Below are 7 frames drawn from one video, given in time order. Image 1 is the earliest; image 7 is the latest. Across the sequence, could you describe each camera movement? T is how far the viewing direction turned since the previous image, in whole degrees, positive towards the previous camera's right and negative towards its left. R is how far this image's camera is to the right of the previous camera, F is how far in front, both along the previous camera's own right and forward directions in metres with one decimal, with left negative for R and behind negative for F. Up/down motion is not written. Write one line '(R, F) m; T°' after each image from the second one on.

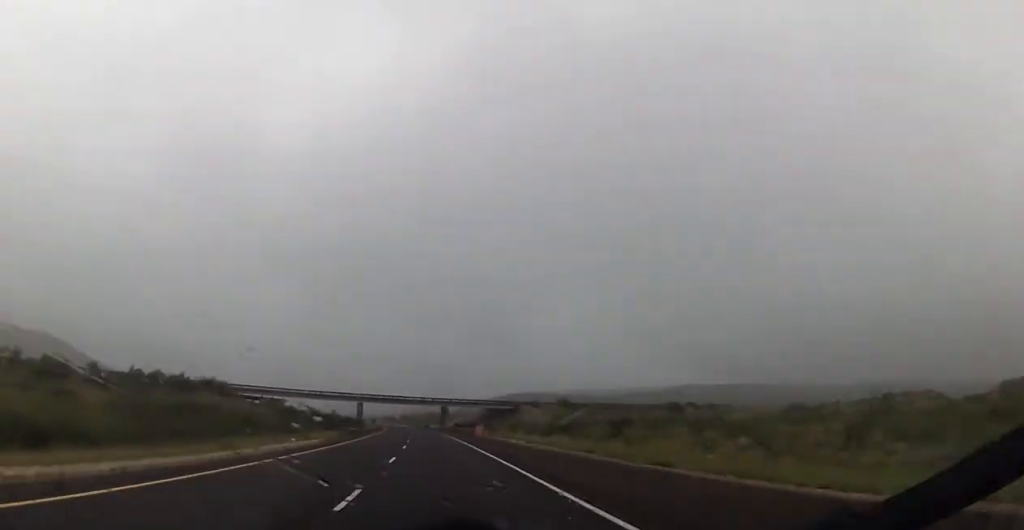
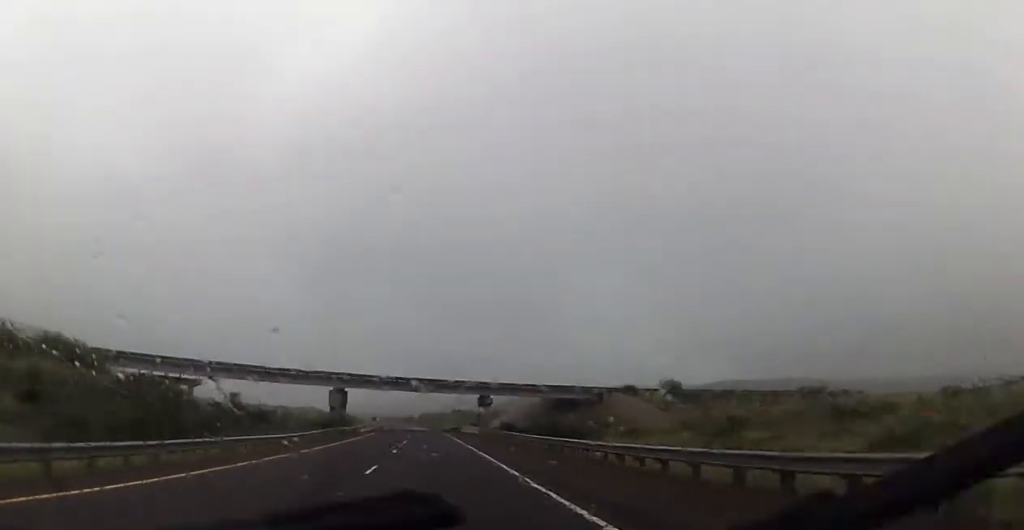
(-0.8, +67.4) m; -2°
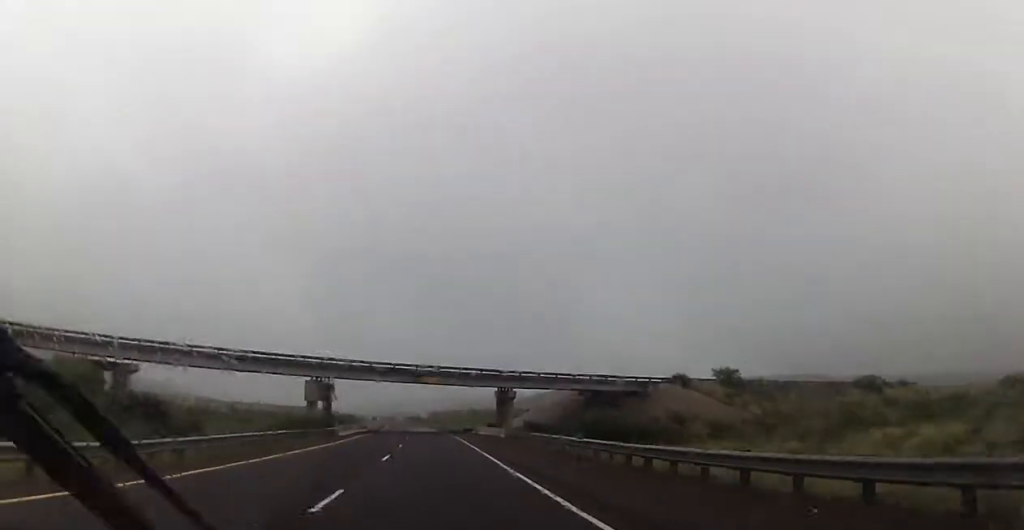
(-0.4, +19.7) m; -1°
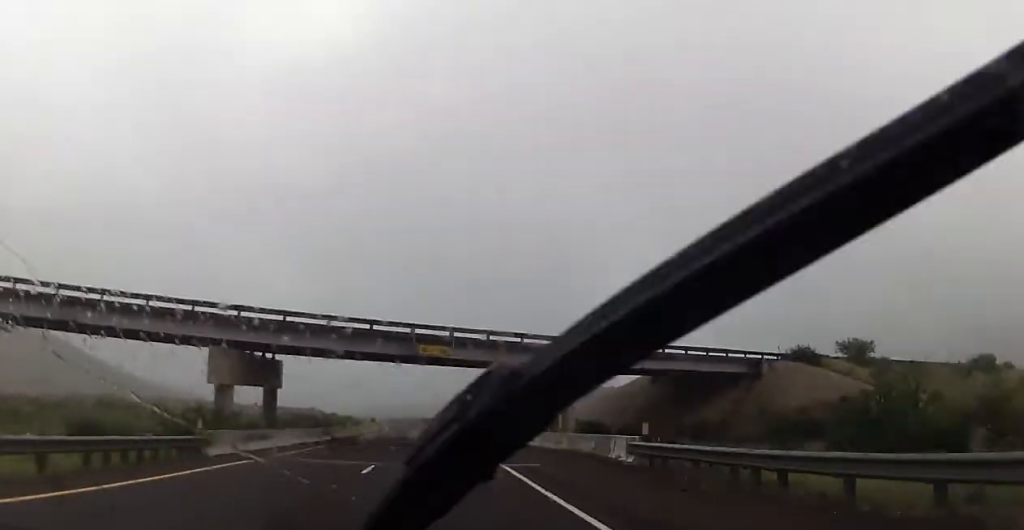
(-0.5, +30.2) m; -1°
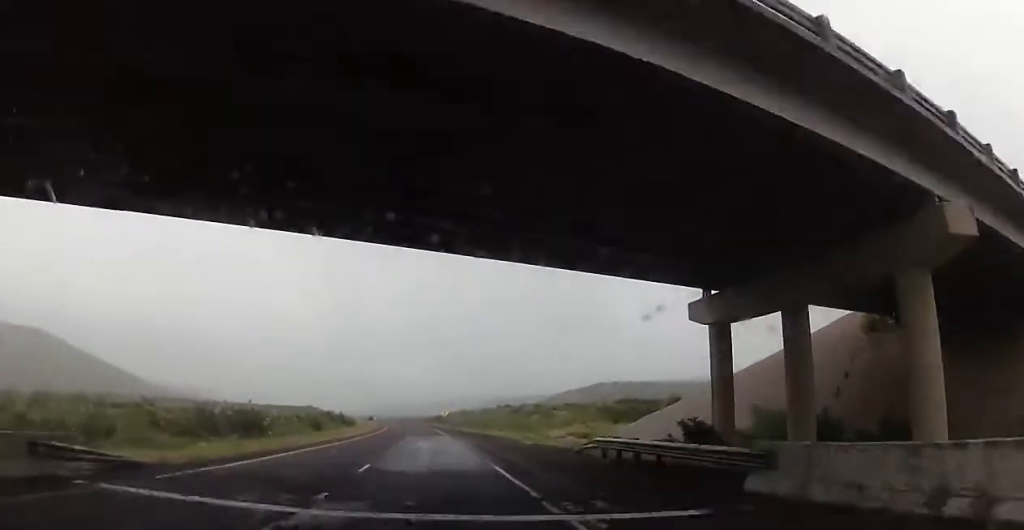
(0.0, +36.0) m; 0°
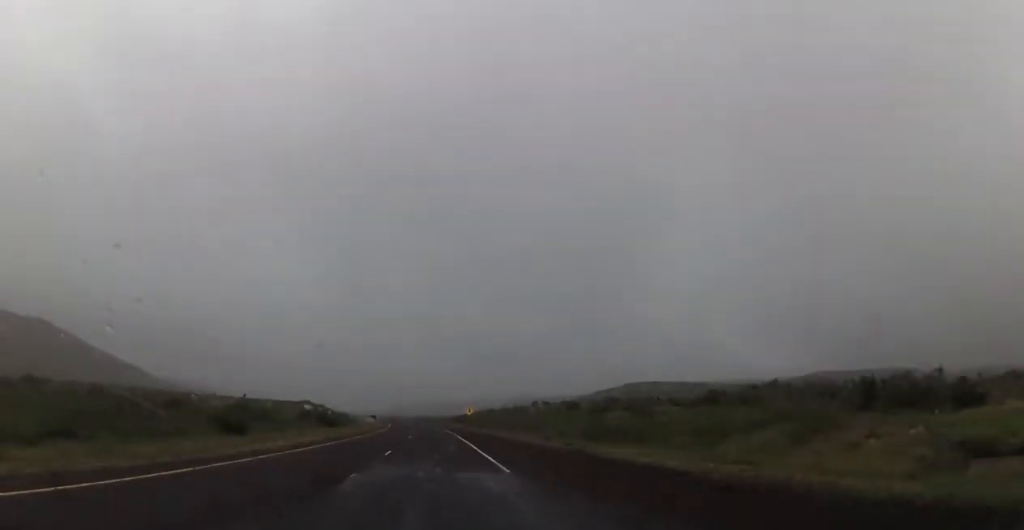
(-0.5, +41.9) m; -2°
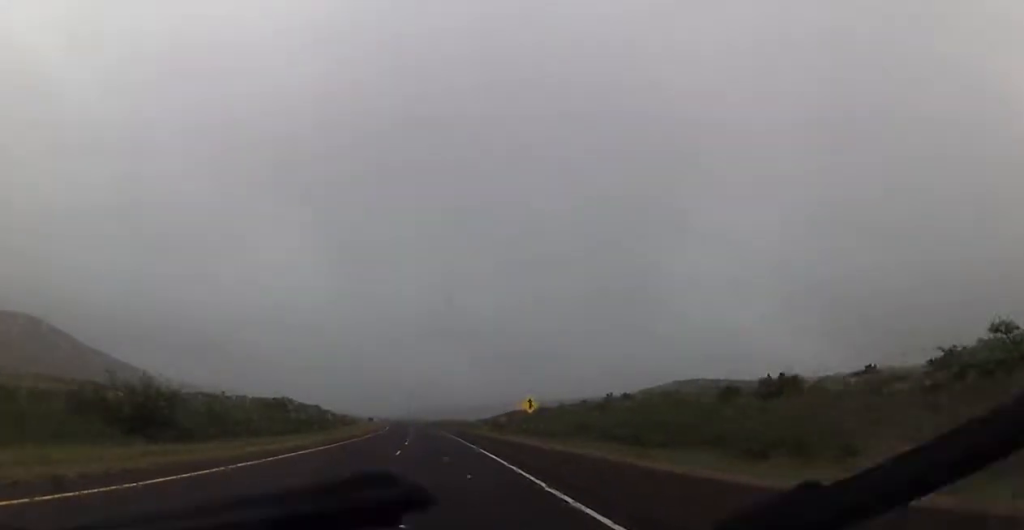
(-1.5, +60.1) m; -2°
